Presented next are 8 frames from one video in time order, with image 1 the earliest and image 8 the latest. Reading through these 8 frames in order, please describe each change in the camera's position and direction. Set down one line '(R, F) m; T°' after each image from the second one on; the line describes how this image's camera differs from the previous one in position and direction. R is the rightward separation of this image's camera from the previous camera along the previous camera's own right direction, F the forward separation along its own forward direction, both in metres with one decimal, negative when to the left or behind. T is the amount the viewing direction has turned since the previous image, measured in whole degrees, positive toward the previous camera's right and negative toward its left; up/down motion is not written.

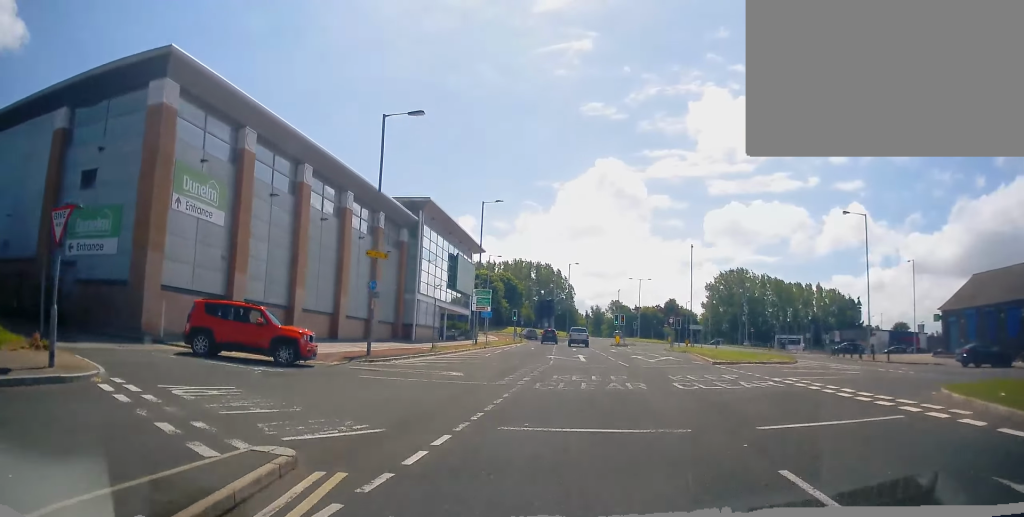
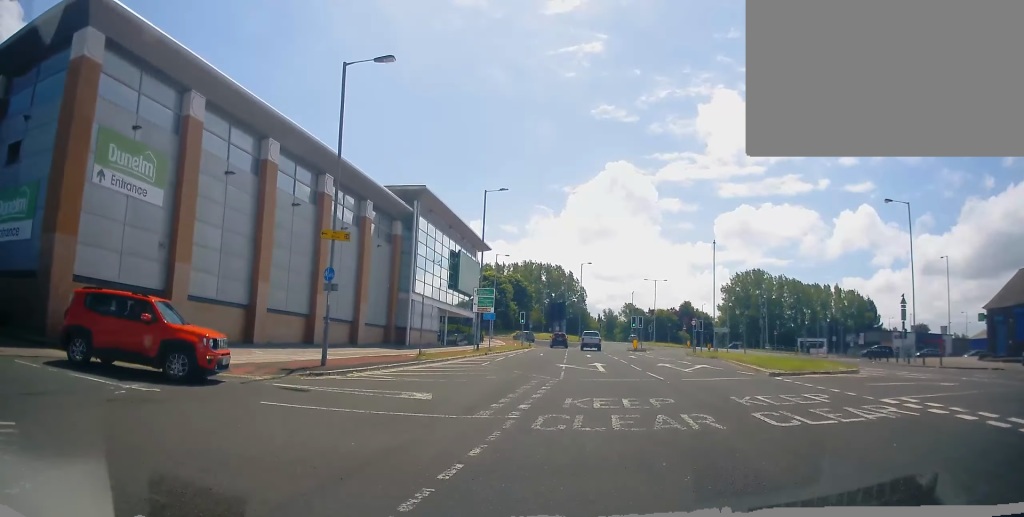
(-0.2, +5.7) m; 0°
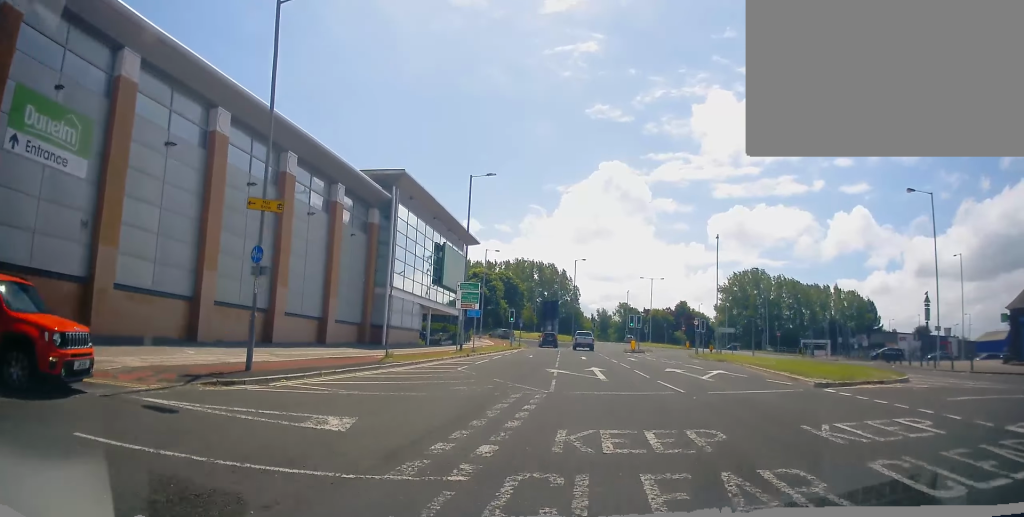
(-0.1, +4.3) m; 0°
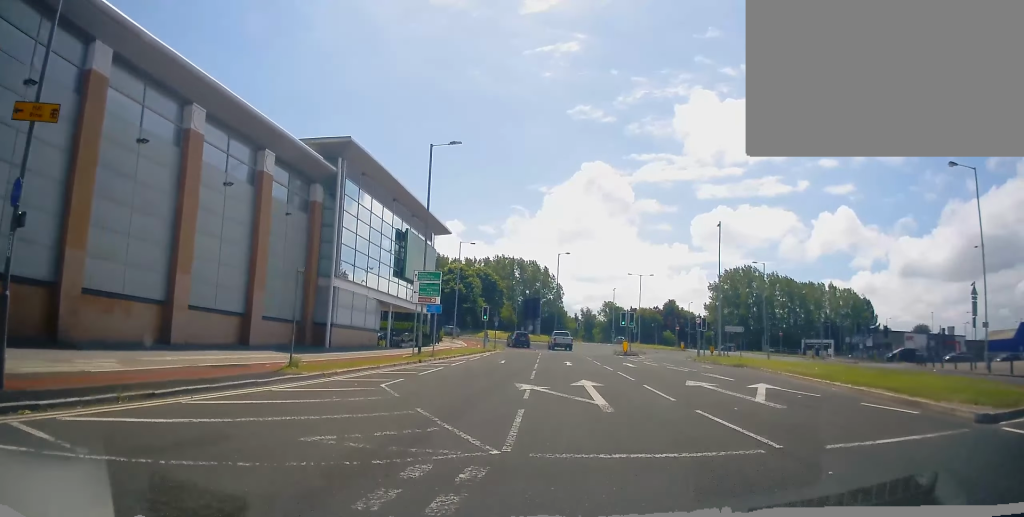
(+0.2, +7.4) m; 0°
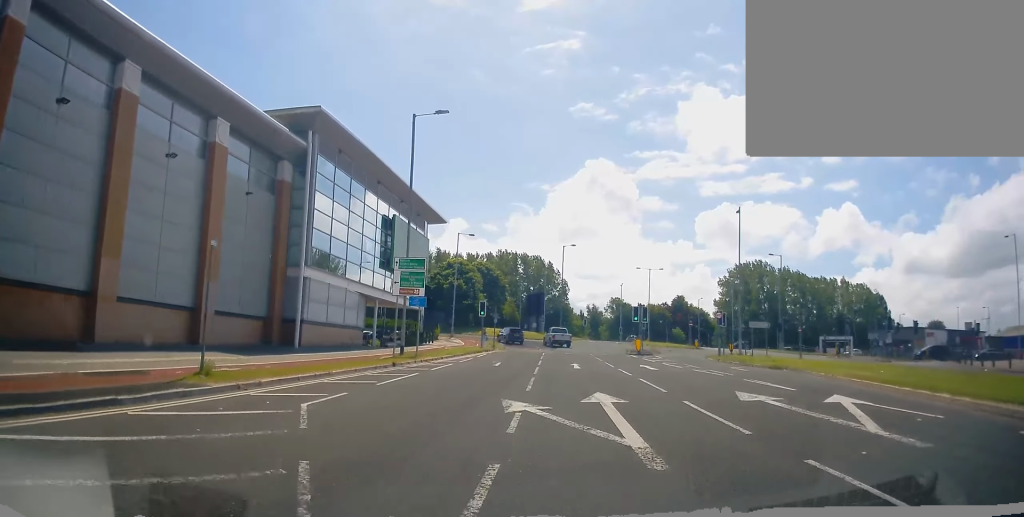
(0.0, +4.9) m; -1°
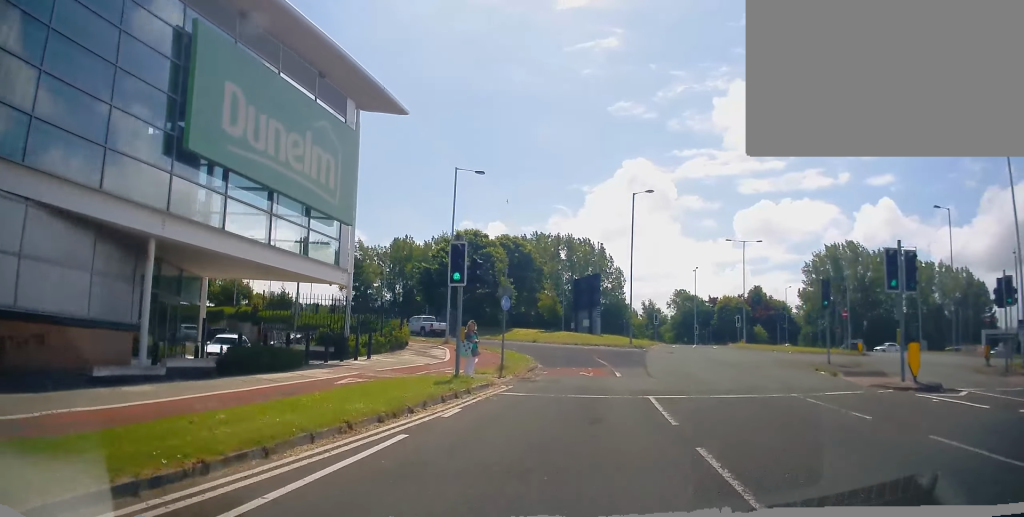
(-0.8, +28.8) m; -1°
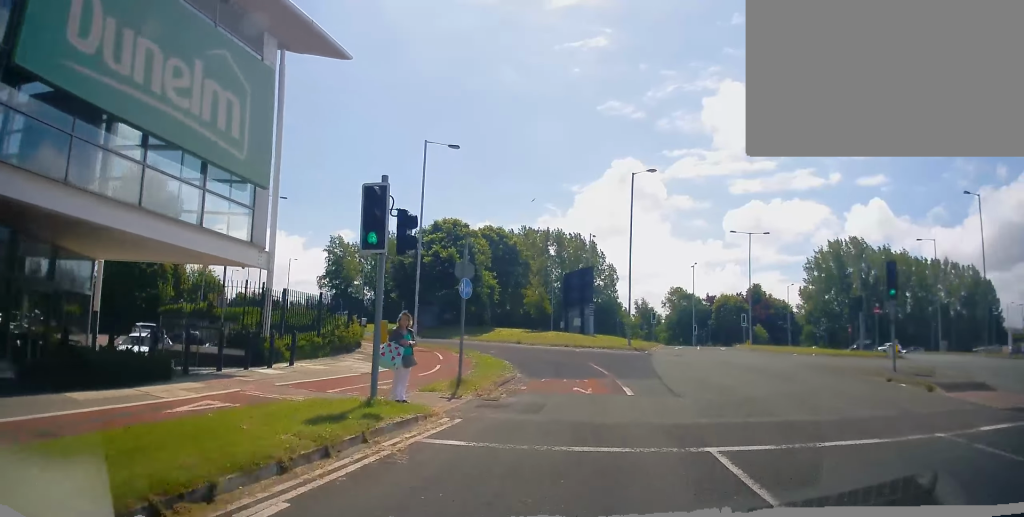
(+0.2, +6.0) m; 0°
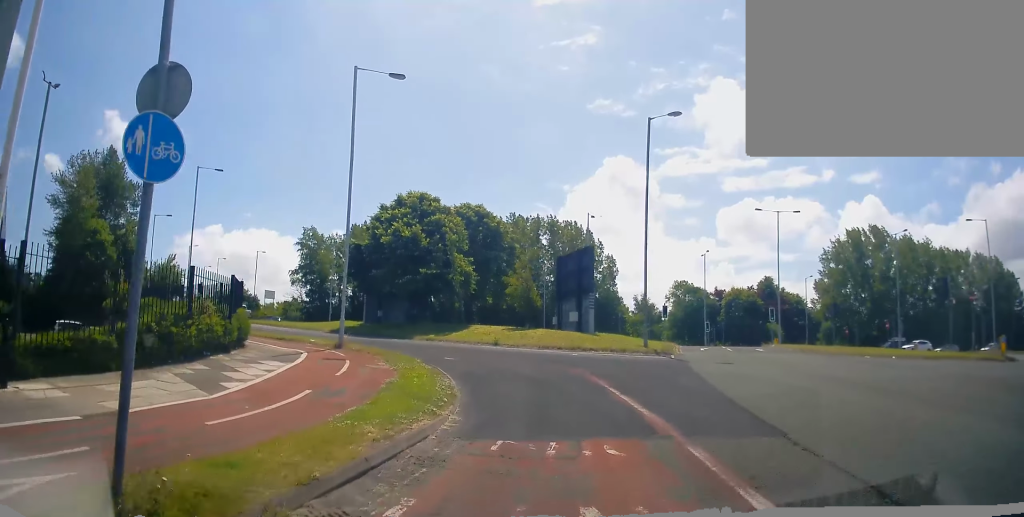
(-0.3, +10.4) m; -2°
